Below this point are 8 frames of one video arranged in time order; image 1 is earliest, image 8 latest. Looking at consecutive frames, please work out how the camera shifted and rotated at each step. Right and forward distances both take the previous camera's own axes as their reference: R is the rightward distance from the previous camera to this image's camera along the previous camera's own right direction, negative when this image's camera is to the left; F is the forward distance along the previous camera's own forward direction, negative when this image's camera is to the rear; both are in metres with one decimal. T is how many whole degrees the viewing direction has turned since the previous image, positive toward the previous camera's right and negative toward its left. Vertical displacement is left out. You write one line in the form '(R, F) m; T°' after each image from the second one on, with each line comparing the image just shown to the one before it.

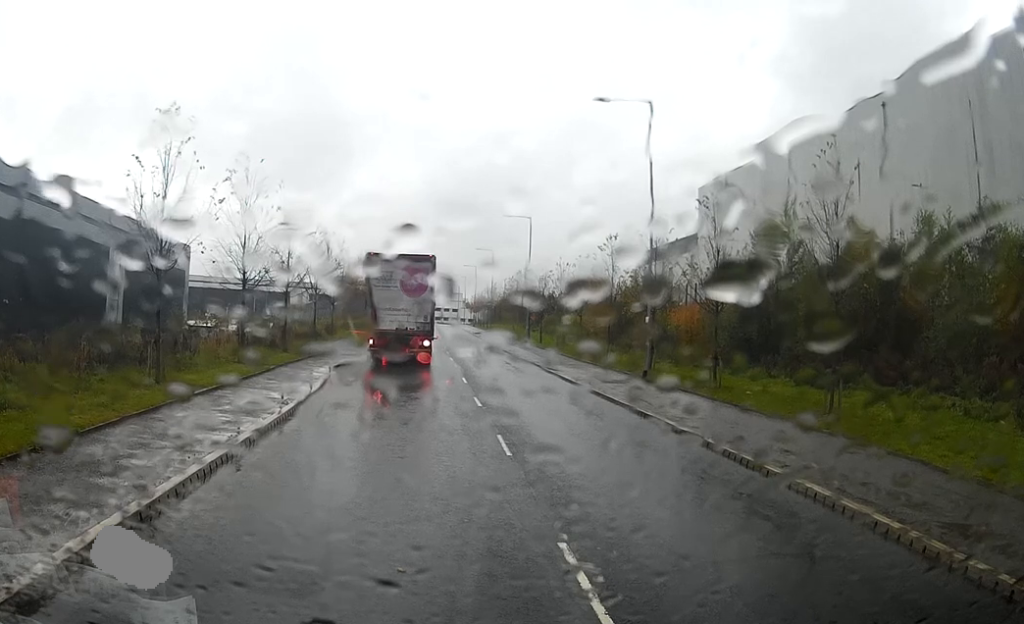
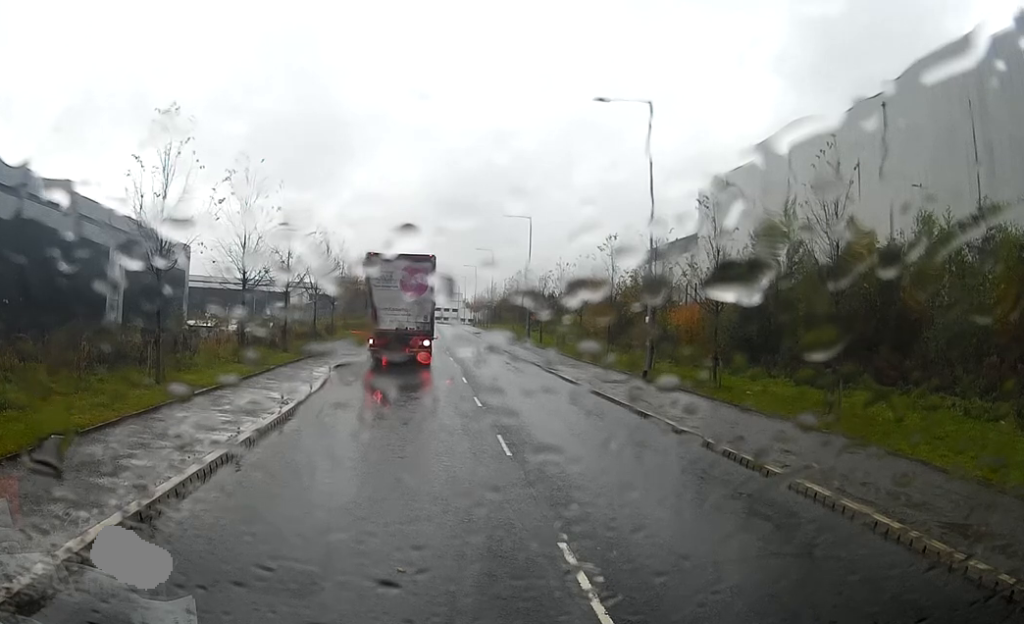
(0.0, 0.0) m; 0°
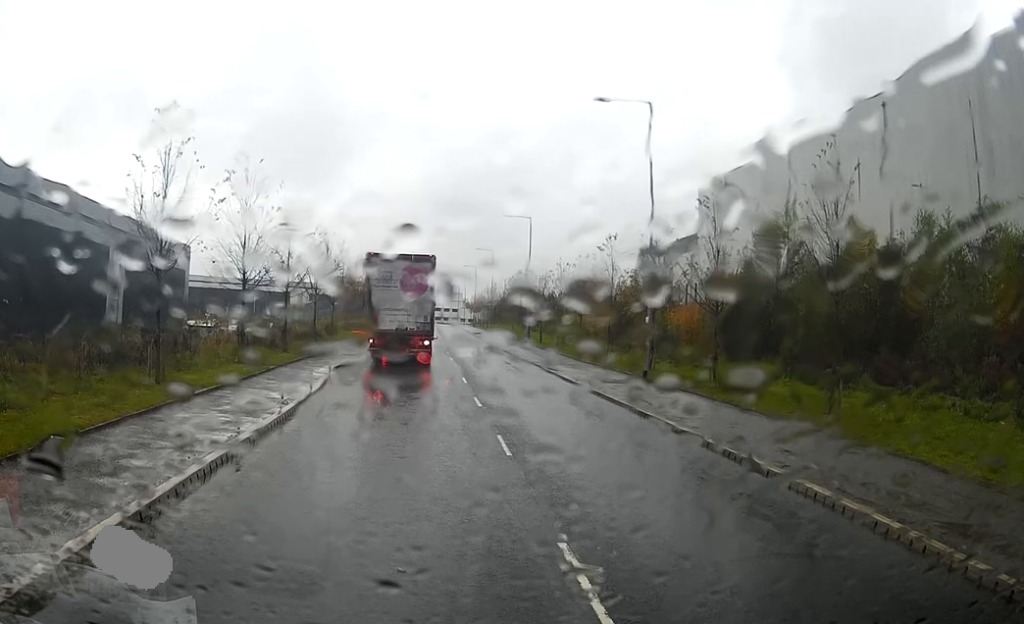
(0.0, 0.0) m; 0°
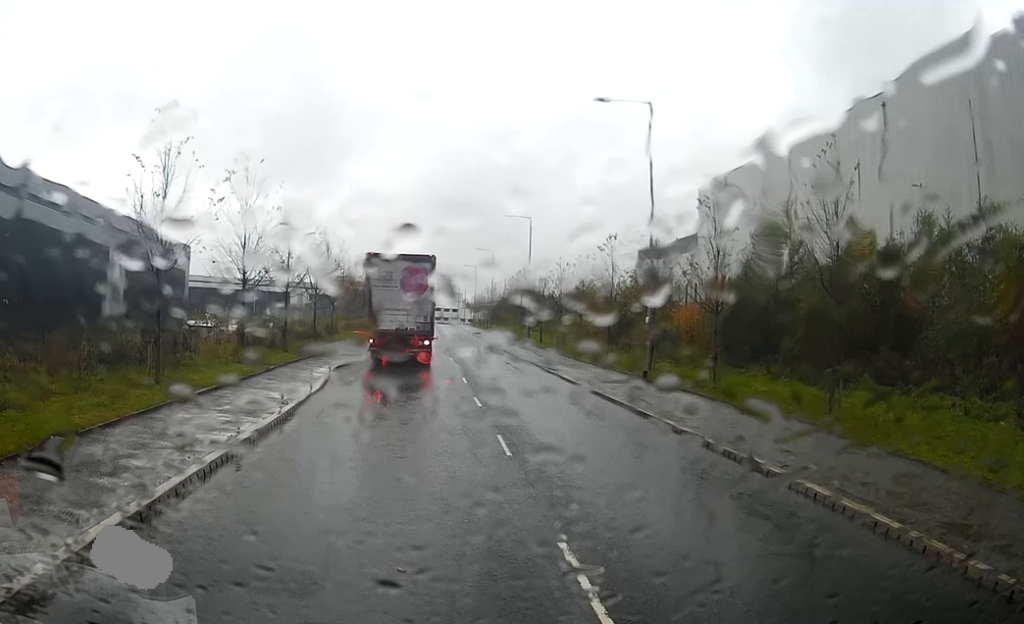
(0.0, 0.0) m; 0°
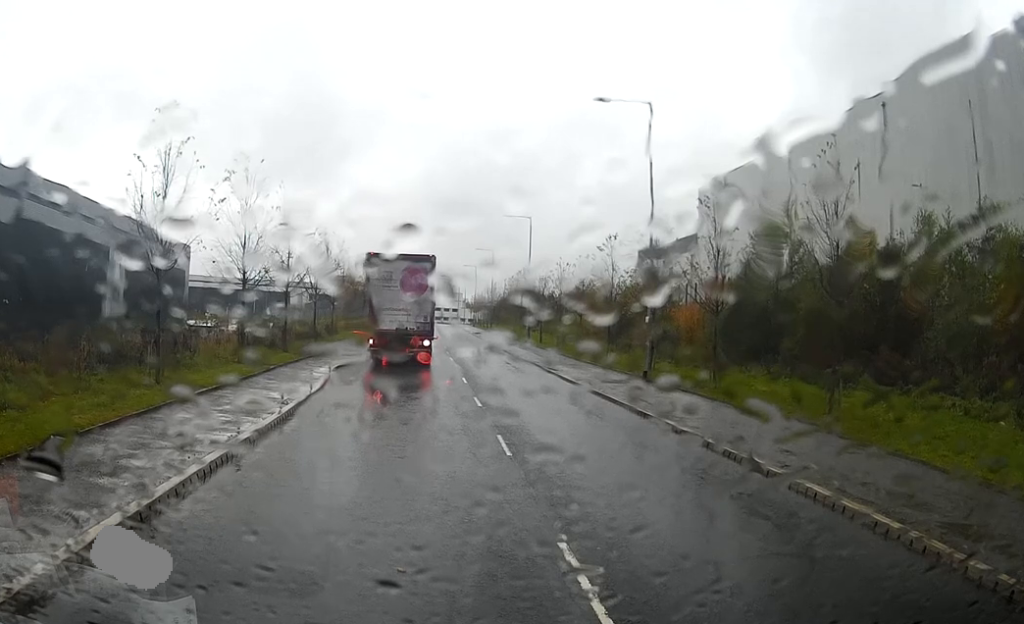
(0.0, 0.0) m; 0°
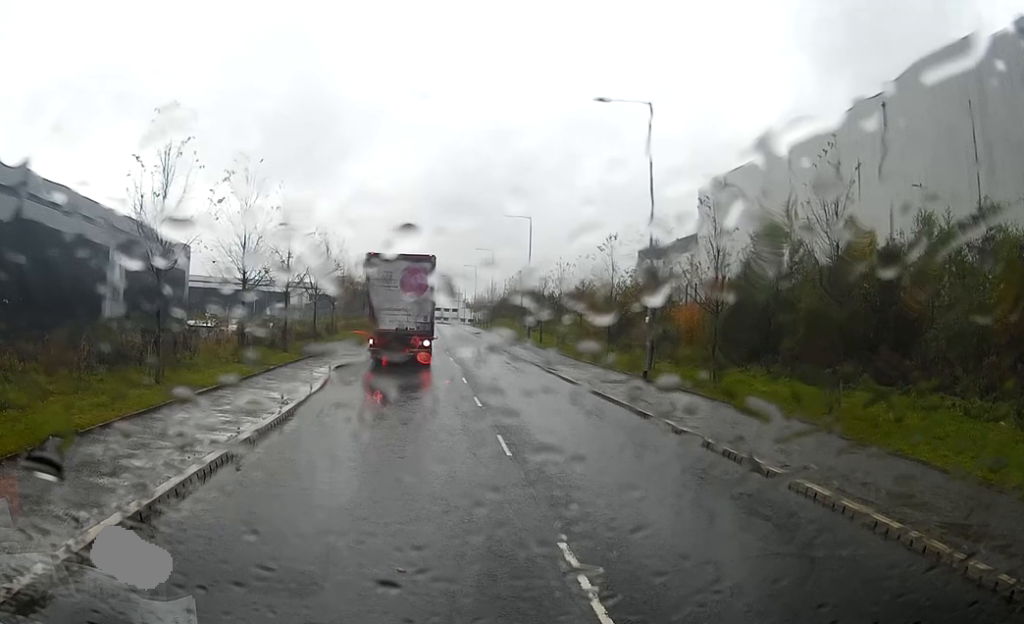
(0.0, 0.0) m; 0°
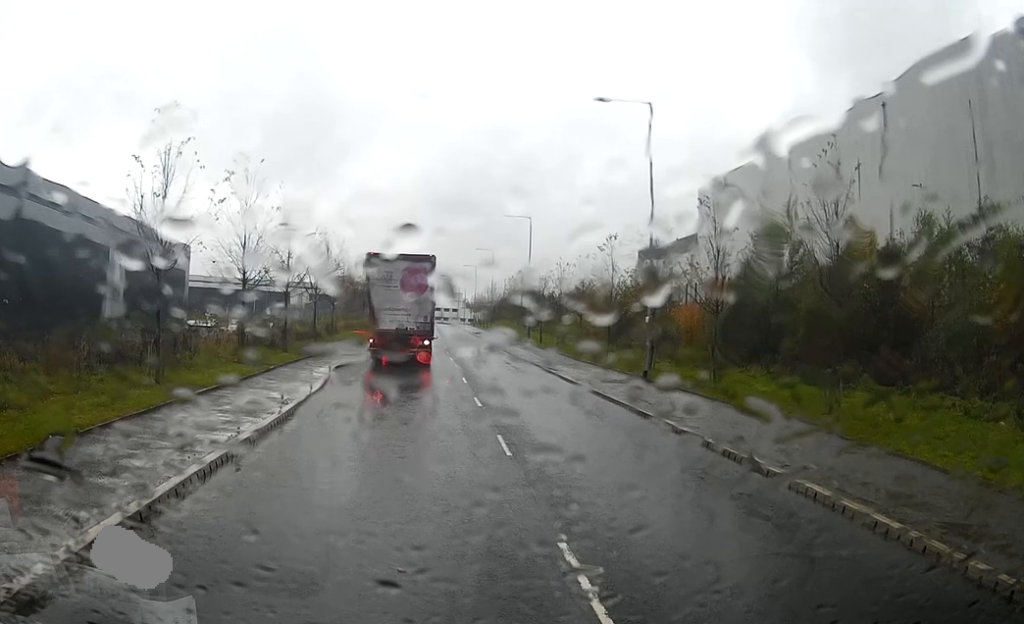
(0.0, 0.0) m; 0°
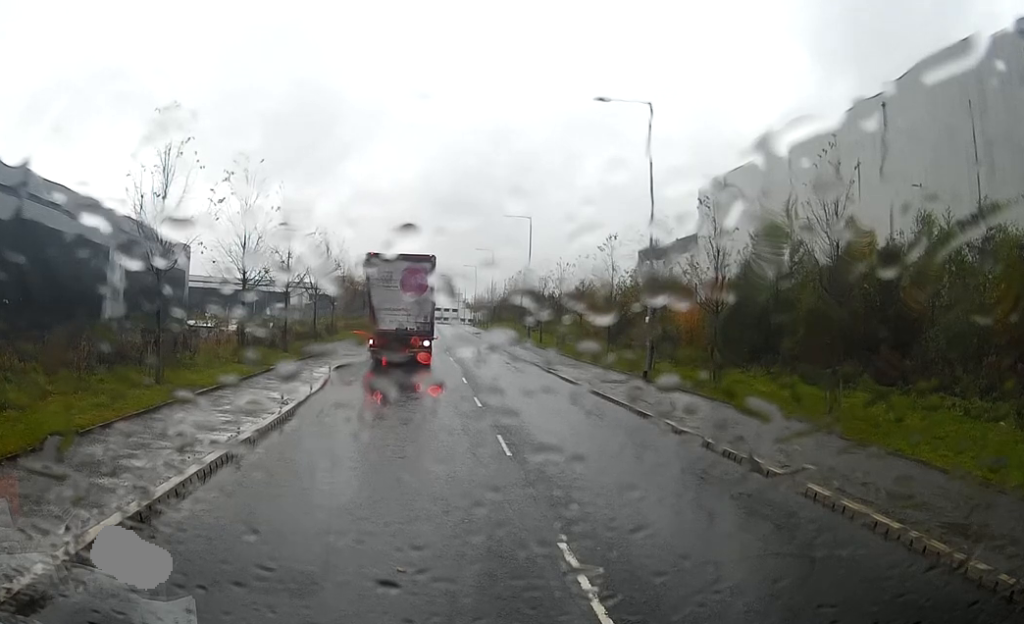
(0.0, 0.0) m; 0°
